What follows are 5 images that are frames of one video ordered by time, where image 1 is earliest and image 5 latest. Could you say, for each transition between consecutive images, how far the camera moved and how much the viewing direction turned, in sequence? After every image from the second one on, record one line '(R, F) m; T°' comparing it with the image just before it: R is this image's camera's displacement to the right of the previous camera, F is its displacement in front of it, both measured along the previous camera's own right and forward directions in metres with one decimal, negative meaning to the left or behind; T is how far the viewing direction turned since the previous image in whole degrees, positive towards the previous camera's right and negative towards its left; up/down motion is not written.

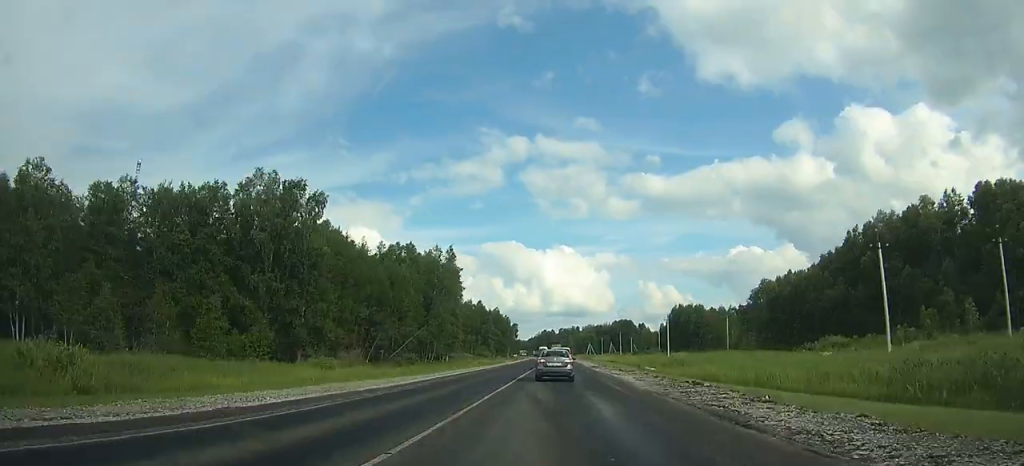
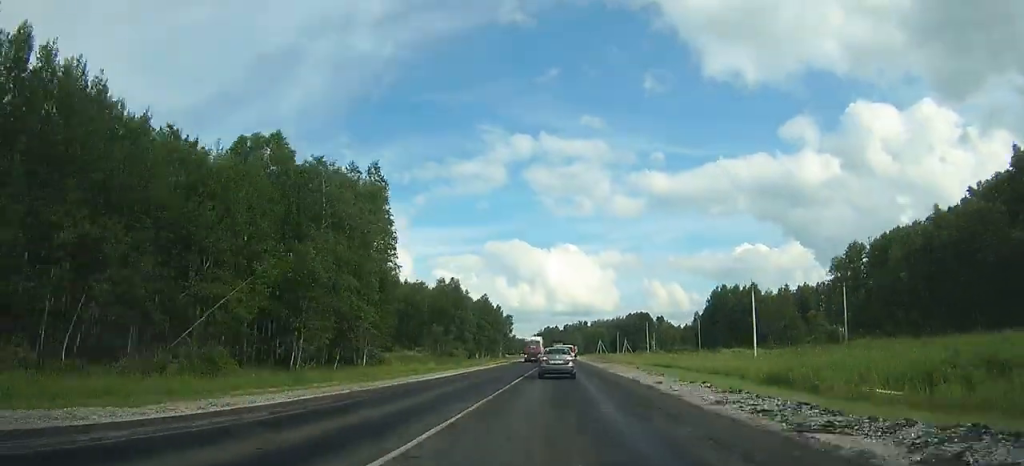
(-0.3, +50.8) m; -1°
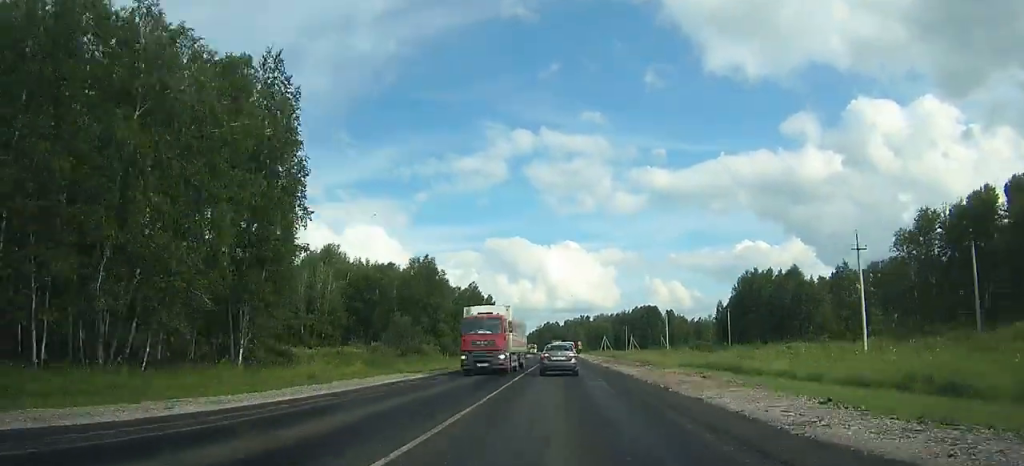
(0.0, +24.8) m; 0°
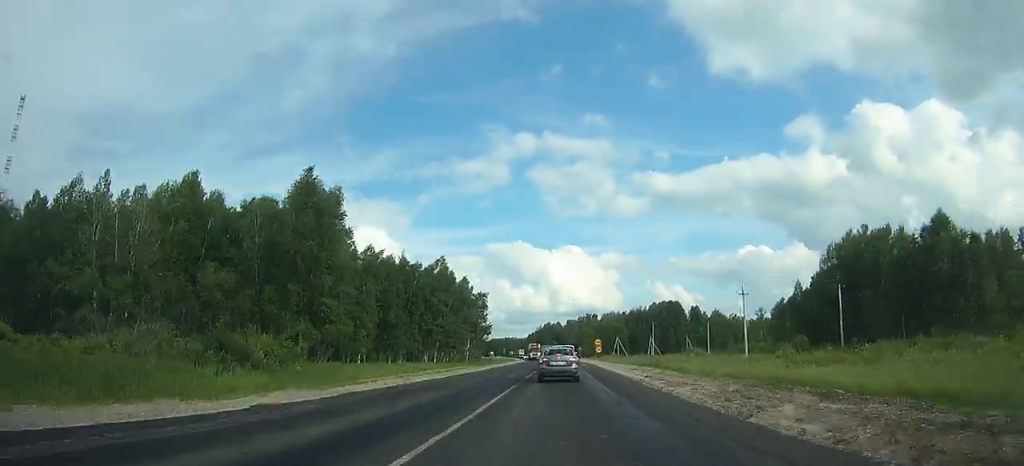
(-0.1, +46.5) m; 0°
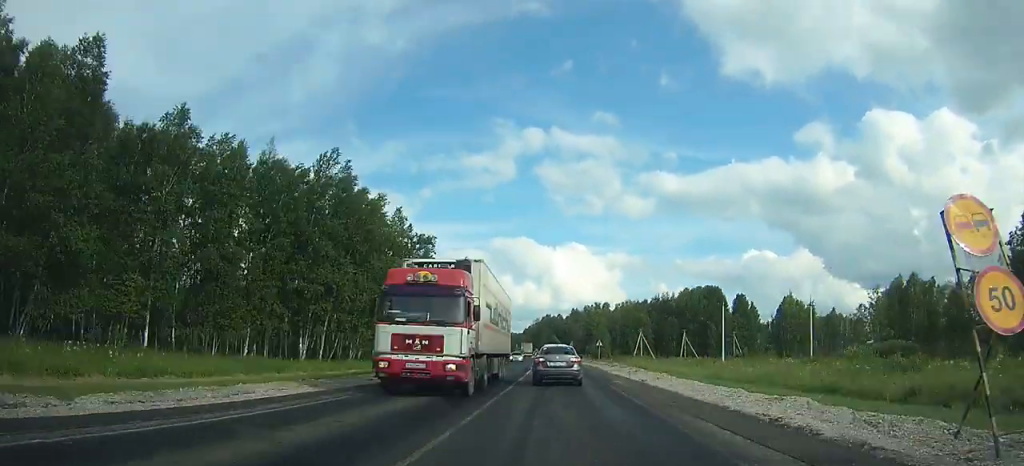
(0.0, +55.8) m; 0°
